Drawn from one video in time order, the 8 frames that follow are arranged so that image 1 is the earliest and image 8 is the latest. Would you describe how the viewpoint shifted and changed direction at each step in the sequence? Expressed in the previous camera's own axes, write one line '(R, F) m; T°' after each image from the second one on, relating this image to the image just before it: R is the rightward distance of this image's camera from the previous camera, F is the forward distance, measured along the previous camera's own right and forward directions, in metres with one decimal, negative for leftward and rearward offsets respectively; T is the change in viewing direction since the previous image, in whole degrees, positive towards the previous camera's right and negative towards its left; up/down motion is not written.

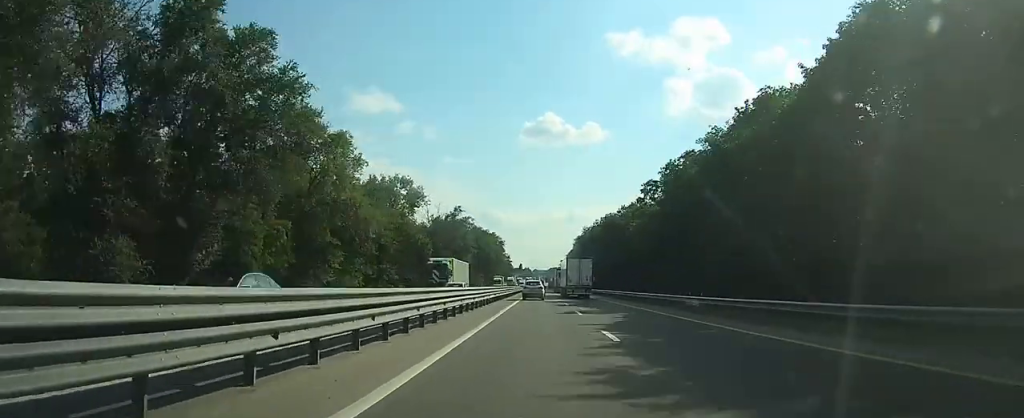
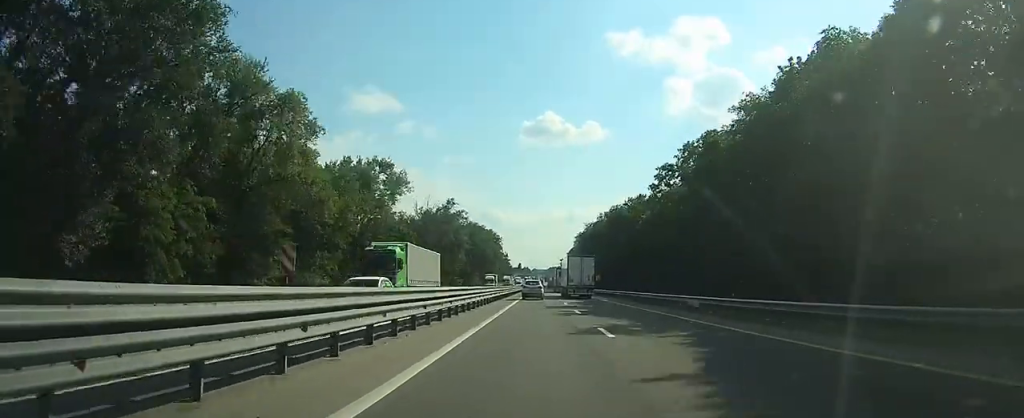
(0.0, +11.1) m; 0°
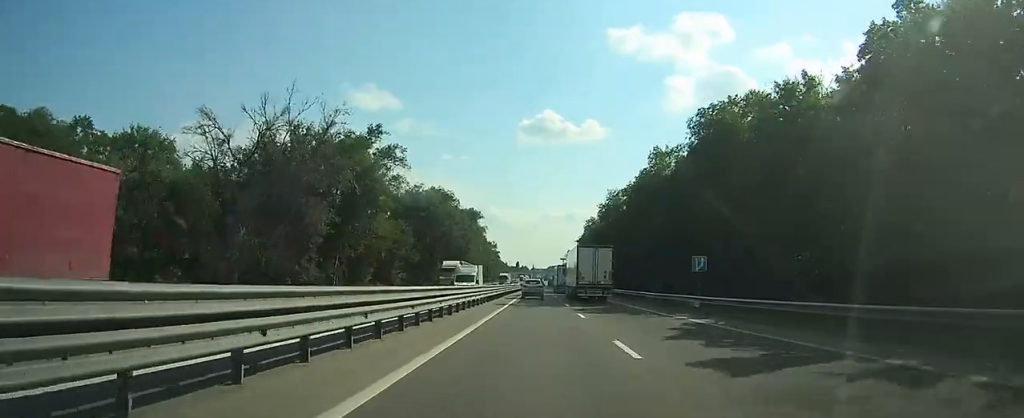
(+0.1, +65.9) m; 0°
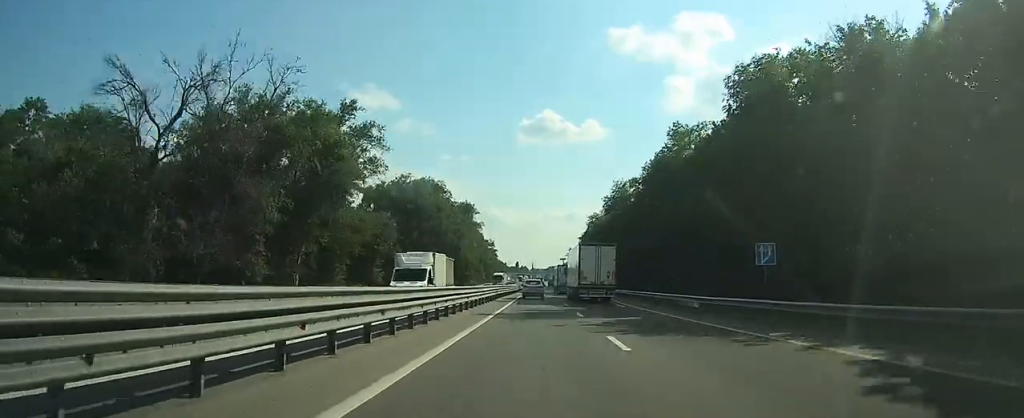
(0.0, +11.1) m; 0°
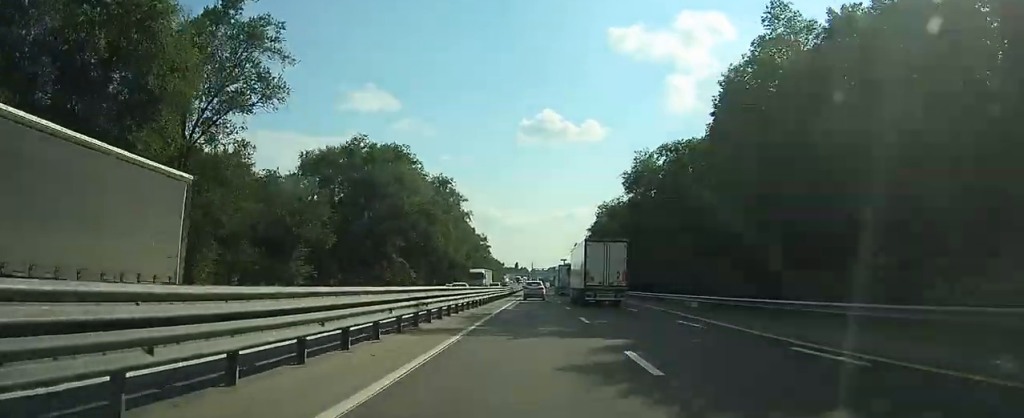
(+0.1, +28.0) m; 0°
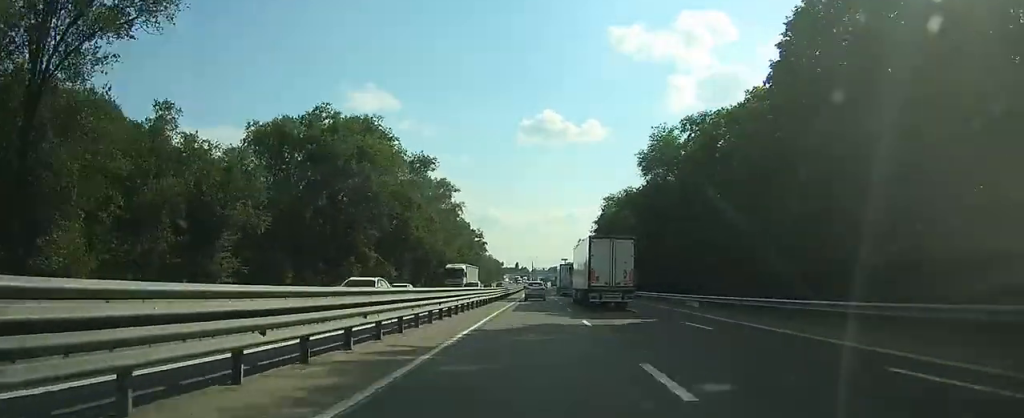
(0.0, +14.3) m; 0°
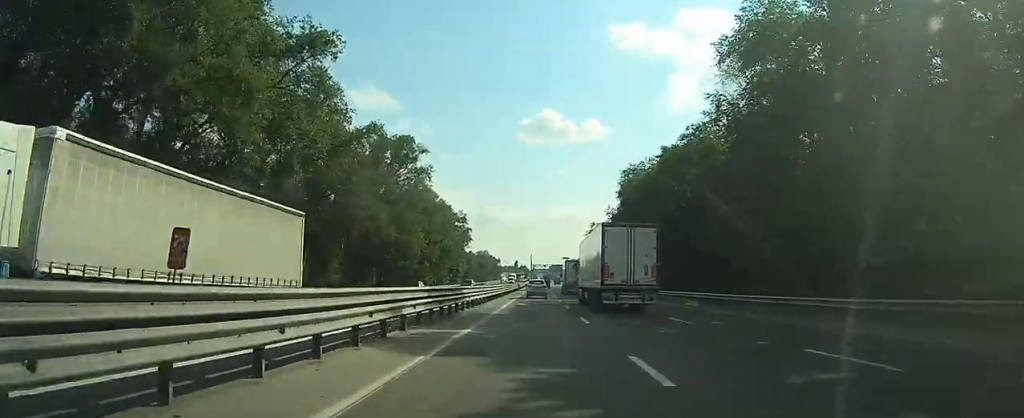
(-0.3, +35.9) m; 0°
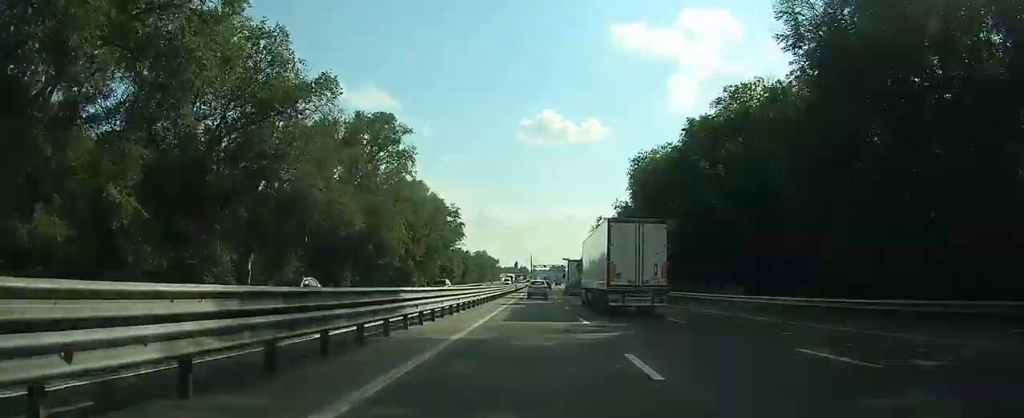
(-0.1, +11.6) m; 0°
